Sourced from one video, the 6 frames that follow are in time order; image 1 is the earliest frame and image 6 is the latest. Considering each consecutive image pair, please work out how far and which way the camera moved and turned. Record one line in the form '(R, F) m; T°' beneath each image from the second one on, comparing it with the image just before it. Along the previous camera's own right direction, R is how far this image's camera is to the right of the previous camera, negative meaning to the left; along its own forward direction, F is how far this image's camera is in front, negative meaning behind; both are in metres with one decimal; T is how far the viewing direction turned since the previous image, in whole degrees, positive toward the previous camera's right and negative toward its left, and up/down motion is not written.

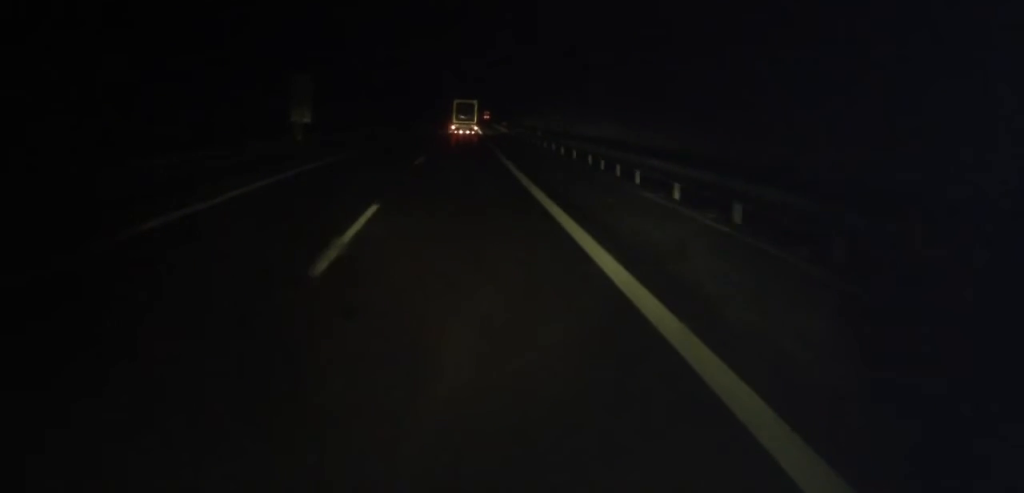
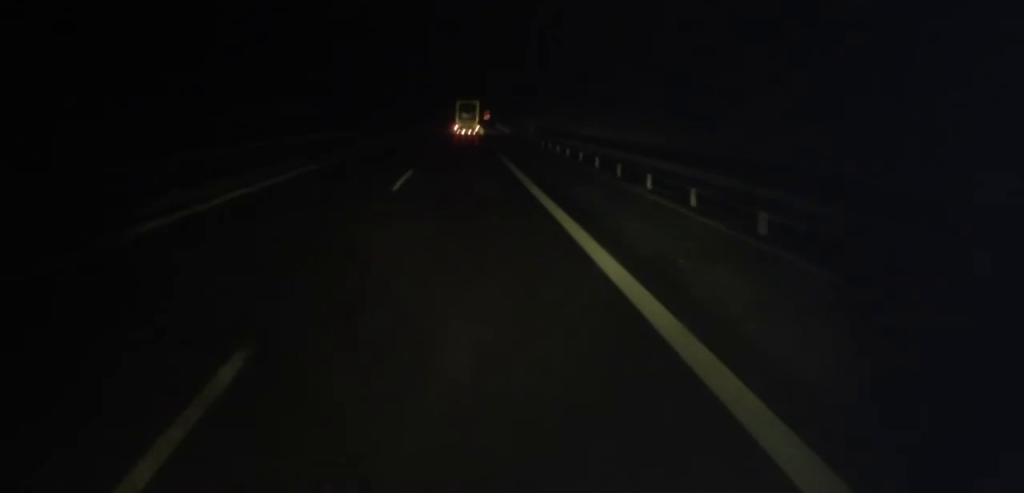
(+1.1, +44.9) m; +3°
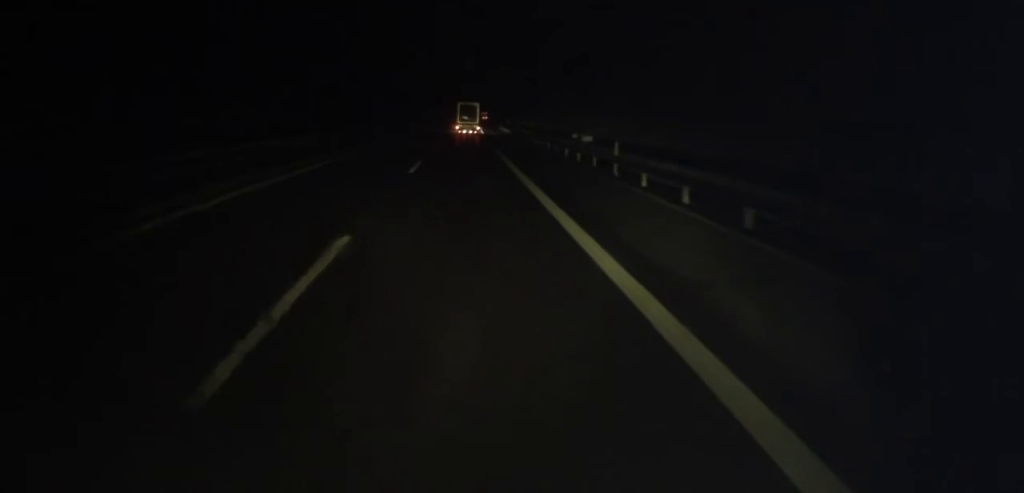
(-0.8, +31.3) m; -1°
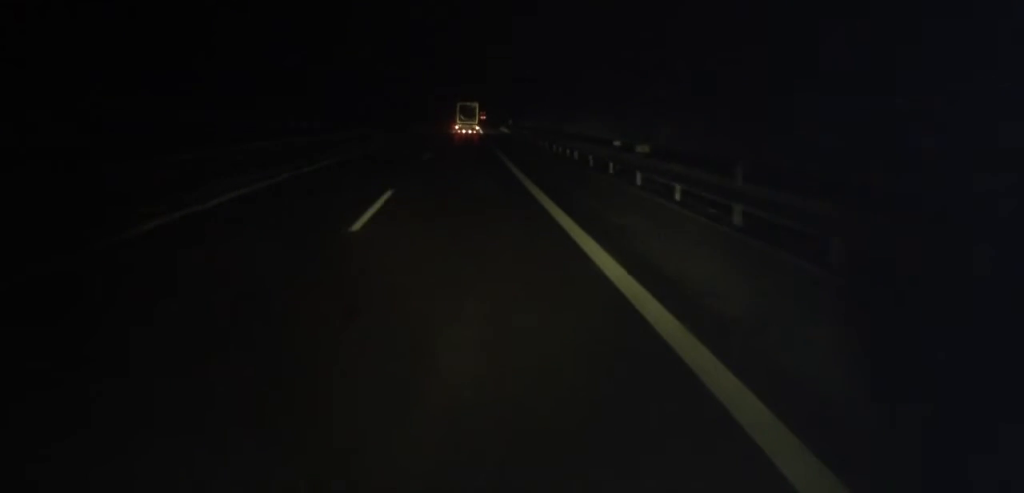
(0.0, +11.5) m; 0°
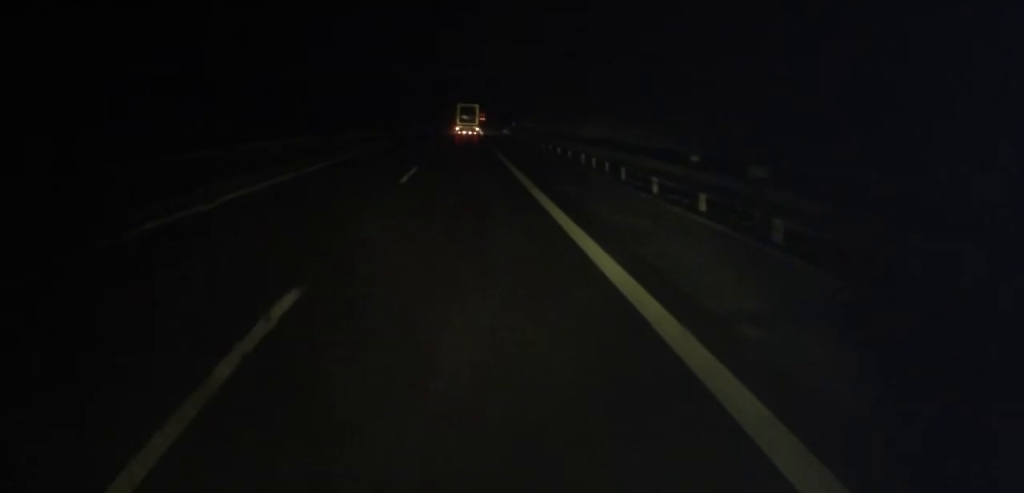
(0.0, +10.0) m; 0°
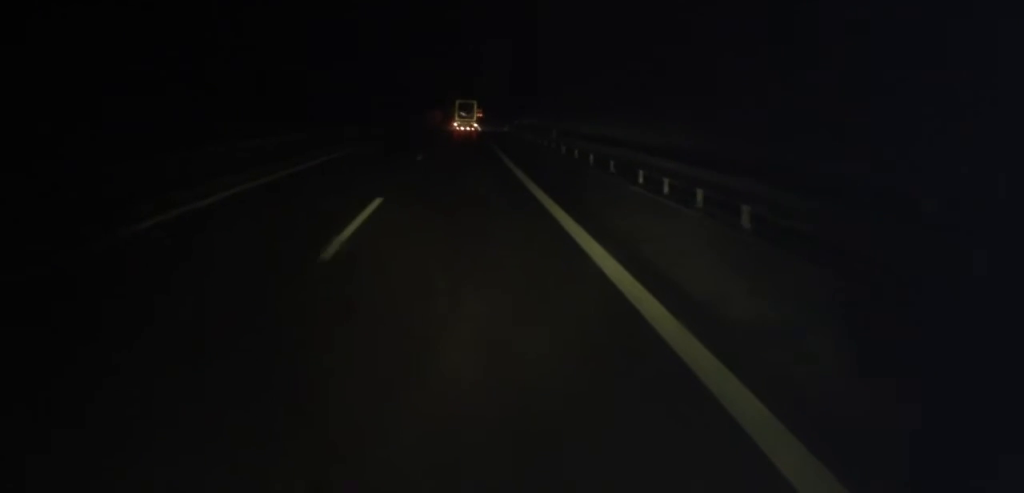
(-0.1, +10.7) m; +1°
